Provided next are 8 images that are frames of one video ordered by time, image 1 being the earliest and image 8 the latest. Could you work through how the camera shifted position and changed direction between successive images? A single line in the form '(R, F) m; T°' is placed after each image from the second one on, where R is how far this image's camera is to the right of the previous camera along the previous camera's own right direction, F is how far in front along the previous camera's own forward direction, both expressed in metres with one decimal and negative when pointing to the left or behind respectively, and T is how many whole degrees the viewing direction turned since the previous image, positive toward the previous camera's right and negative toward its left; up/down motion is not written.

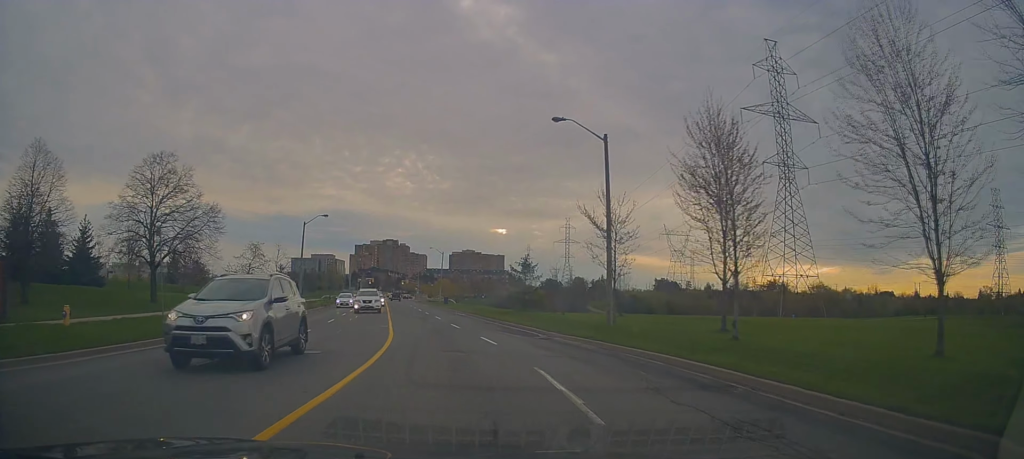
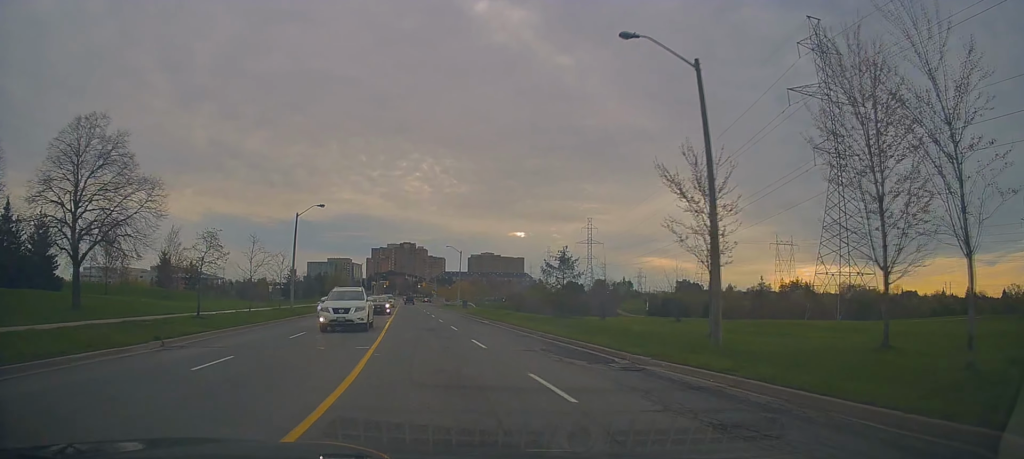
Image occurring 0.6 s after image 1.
(0.0, +9.0) m; -1°
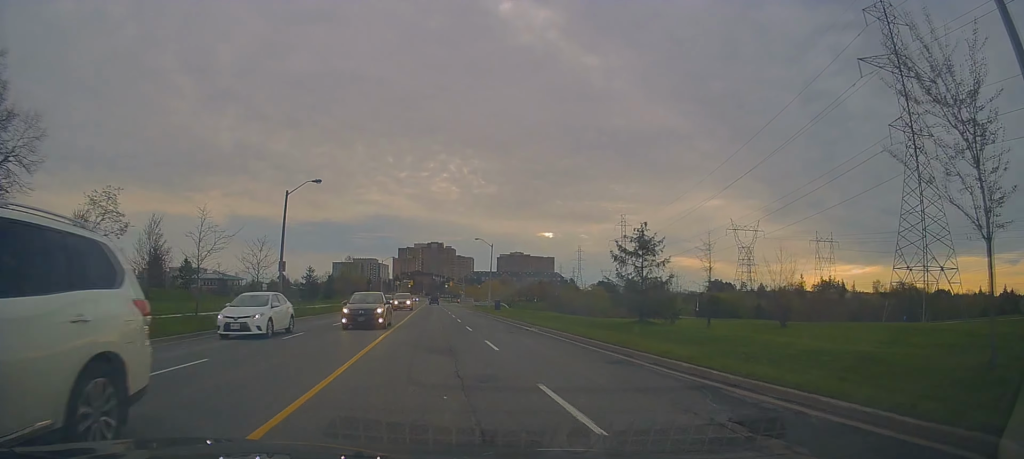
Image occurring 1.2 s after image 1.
(-0.1, +10.4) m; -2°
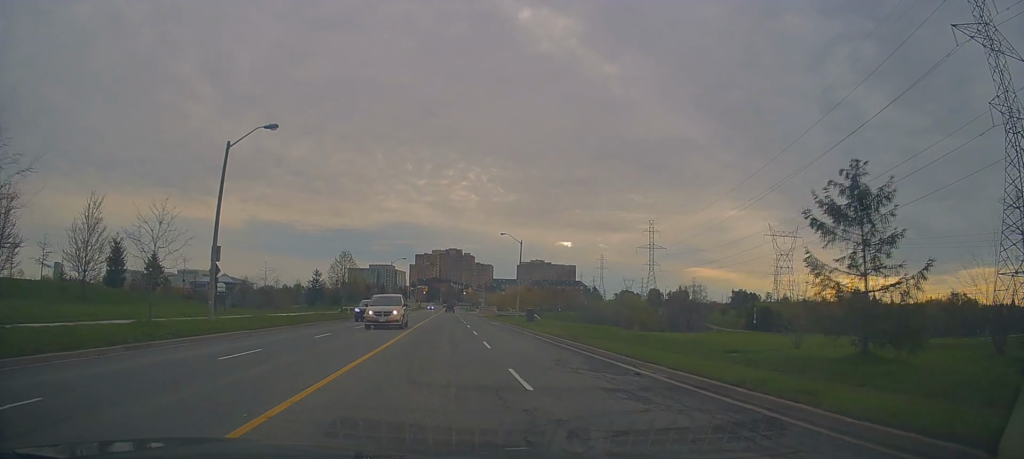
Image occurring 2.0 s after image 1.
(-0.3, +14.0) m; -3°
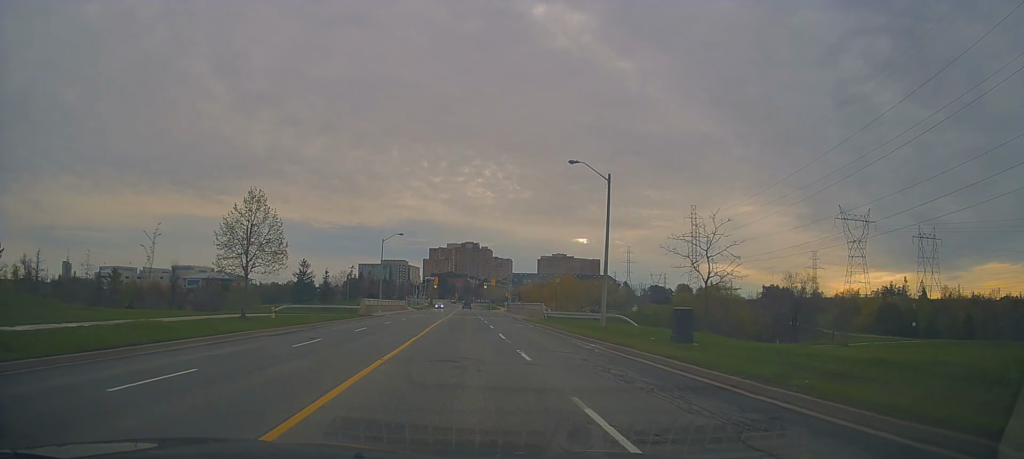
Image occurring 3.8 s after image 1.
(-1.6, +33.4) m; -4°
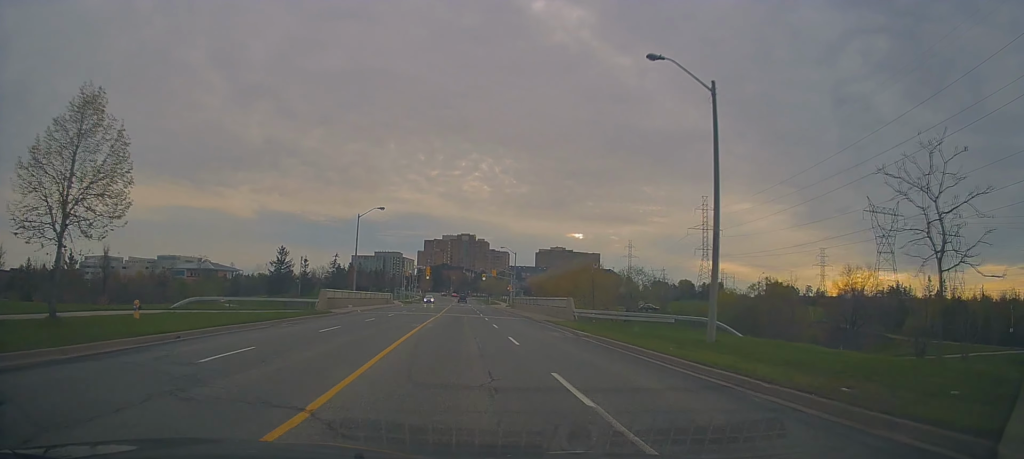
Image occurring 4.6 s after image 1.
(0.0, +16.2) m; 0°
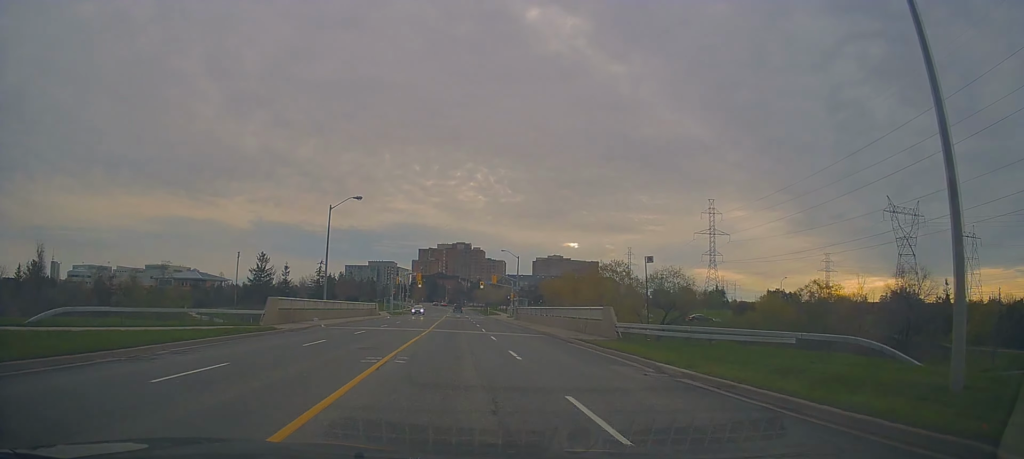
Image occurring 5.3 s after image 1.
(0.0, +10.7) m; 0°
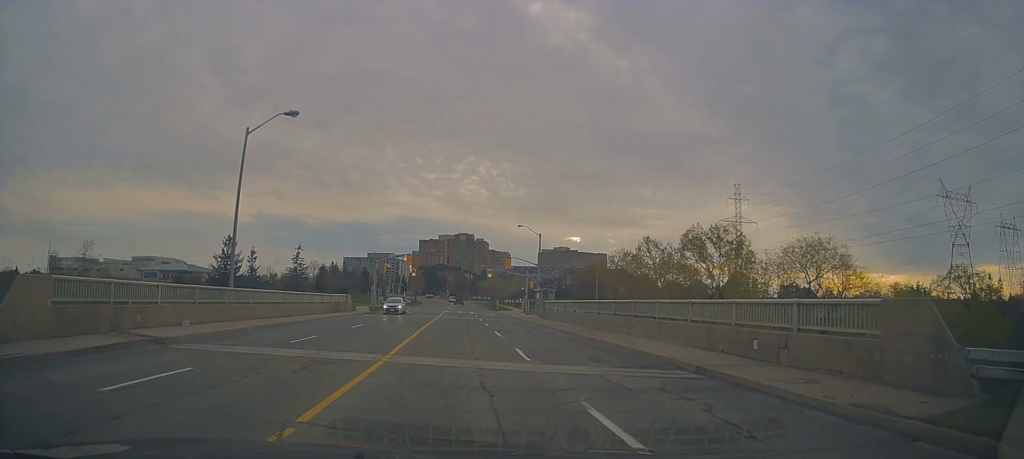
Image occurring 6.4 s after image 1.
(0.0, +19.0) m; 0°
